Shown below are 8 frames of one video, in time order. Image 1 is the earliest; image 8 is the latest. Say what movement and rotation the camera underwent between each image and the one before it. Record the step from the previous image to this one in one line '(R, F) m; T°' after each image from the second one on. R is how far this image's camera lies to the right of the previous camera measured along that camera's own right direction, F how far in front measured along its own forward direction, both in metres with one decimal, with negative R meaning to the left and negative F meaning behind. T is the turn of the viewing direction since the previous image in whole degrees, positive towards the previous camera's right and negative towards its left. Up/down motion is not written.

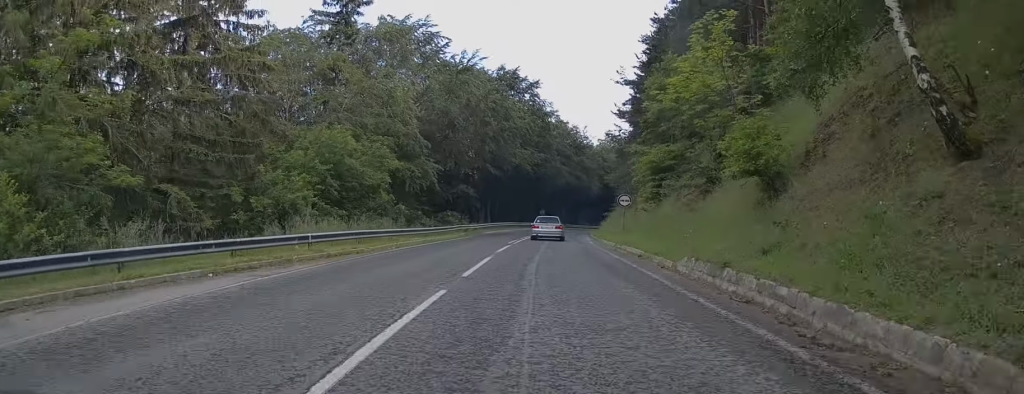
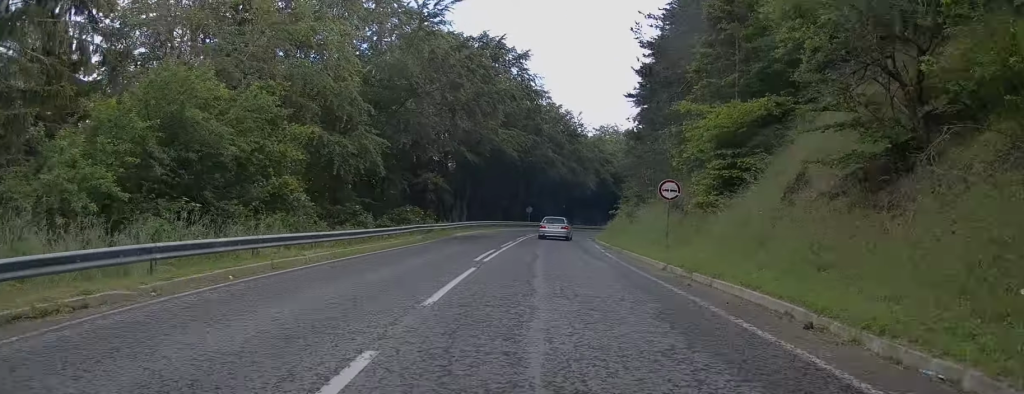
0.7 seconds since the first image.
(0.0, +13.7) m; +1°
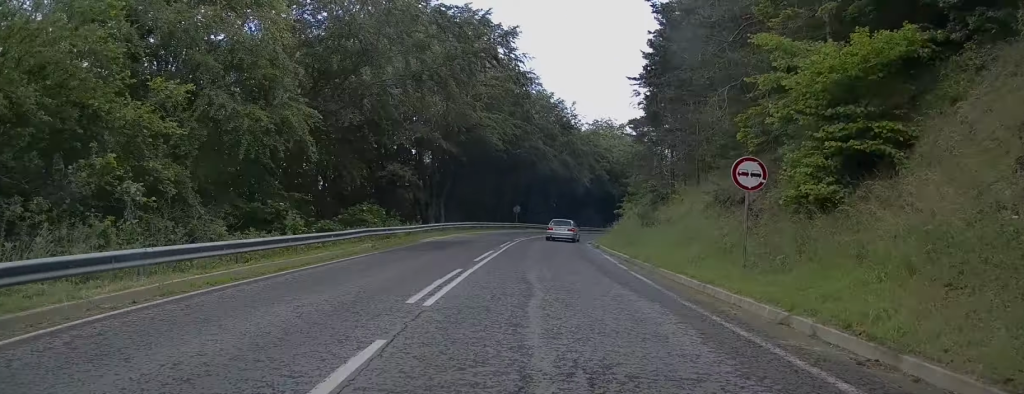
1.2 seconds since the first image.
(0.0, +8.7) m; +1°
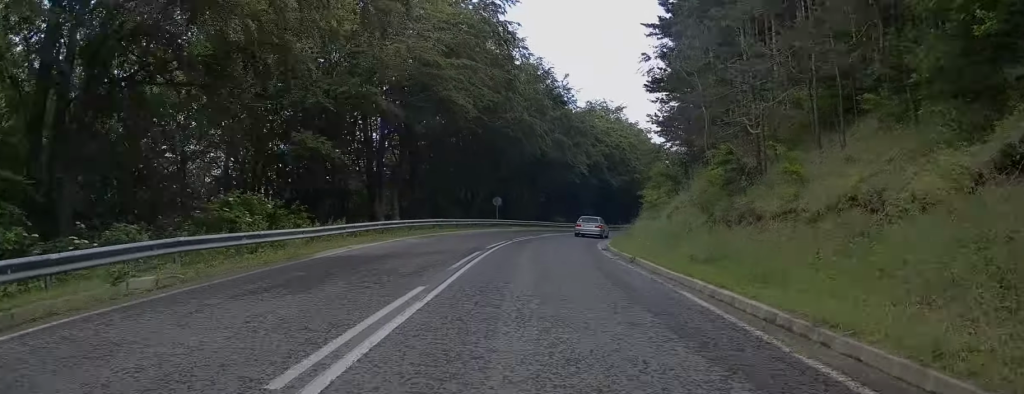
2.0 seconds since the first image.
(+0.2, +14.2) m; +2°
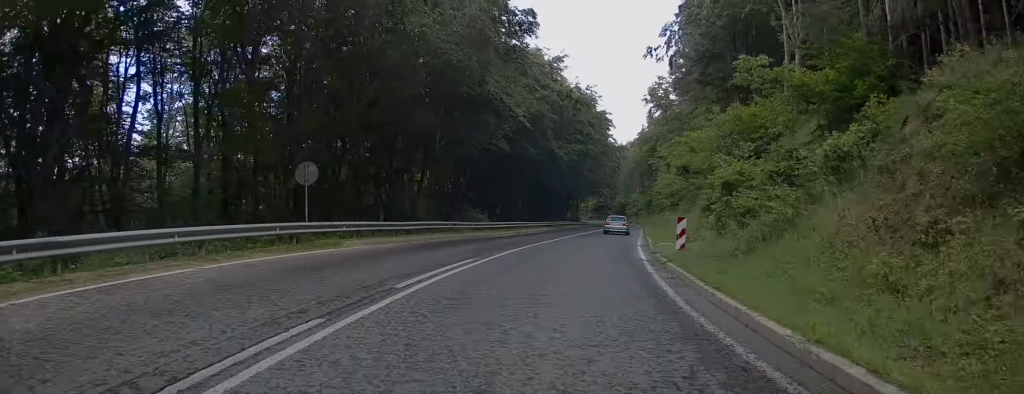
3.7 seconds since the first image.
(+1.4, +30.9) m; +5°
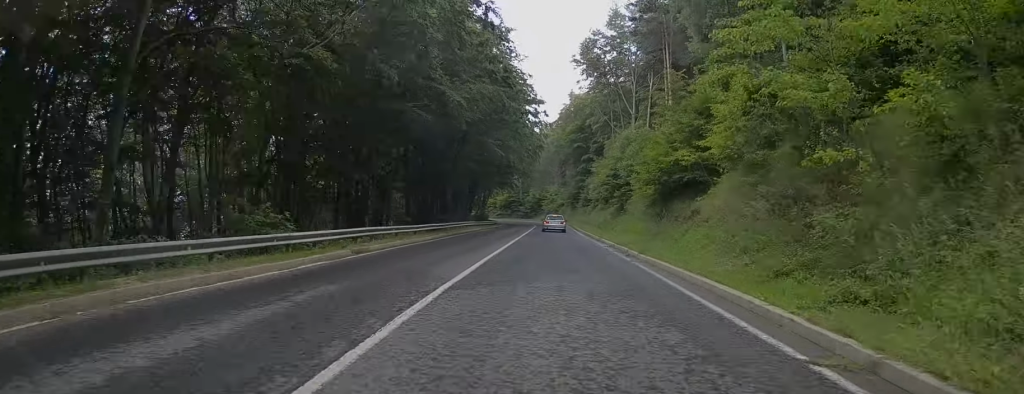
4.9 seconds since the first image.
(+0.7, +22.7) m; +5°
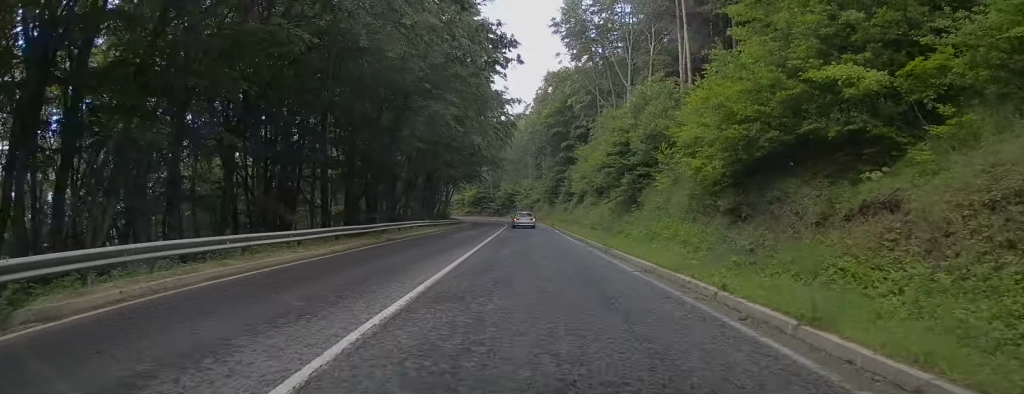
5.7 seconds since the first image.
(+0.5, +13.2) m; +2°
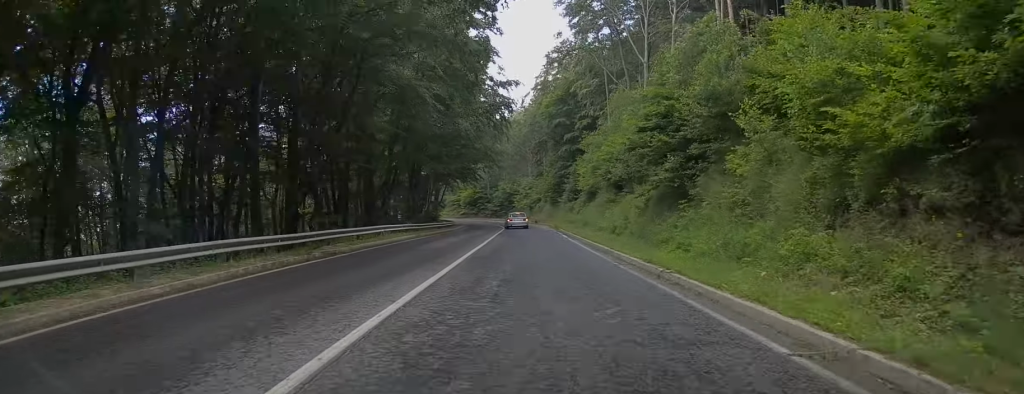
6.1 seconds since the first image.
(+0.1, +8.5) m; +1°
